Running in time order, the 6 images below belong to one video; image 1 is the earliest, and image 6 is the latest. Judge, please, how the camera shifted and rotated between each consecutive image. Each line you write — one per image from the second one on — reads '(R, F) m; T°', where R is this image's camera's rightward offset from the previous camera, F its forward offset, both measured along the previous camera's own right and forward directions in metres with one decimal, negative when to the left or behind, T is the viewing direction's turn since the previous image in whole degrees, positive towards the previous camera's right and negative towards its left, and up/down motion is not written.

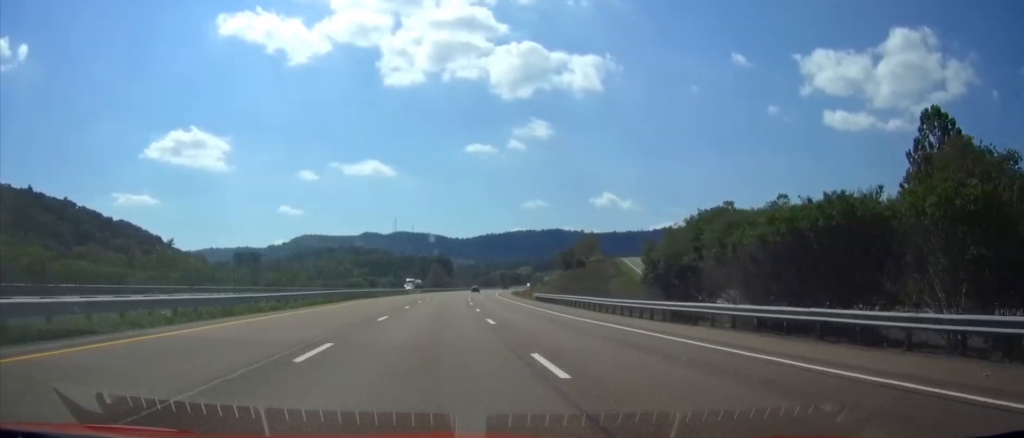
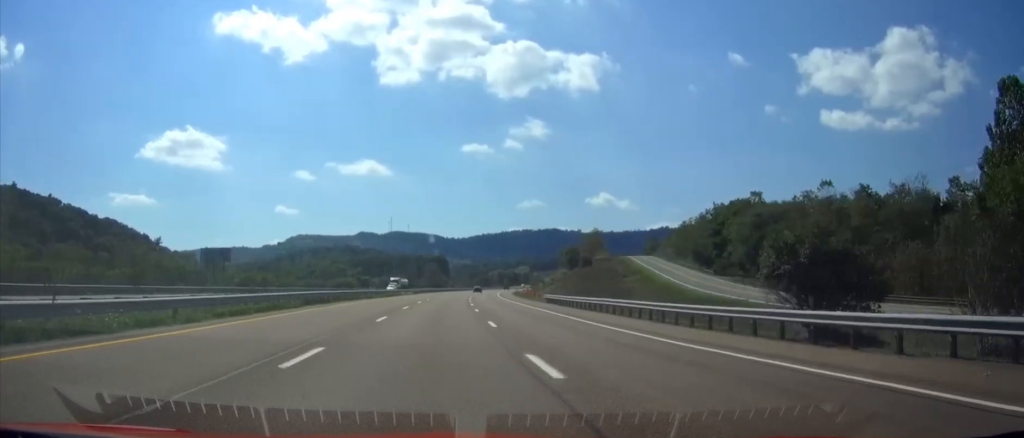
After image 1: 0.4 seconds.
(0.0, +13.1) m; 0°
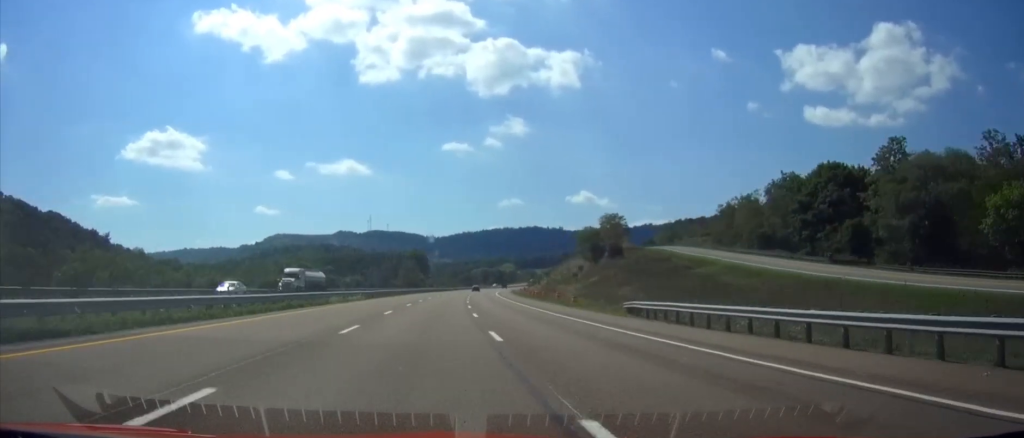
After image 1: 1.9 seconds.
(+0.5, +43.5) m; +2°
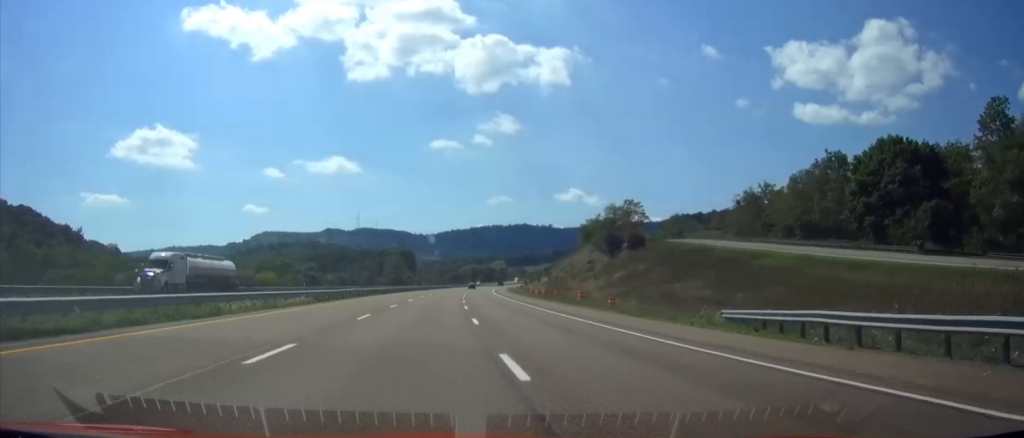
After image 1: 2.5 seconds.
(+0.1, +19.2) m; +1°
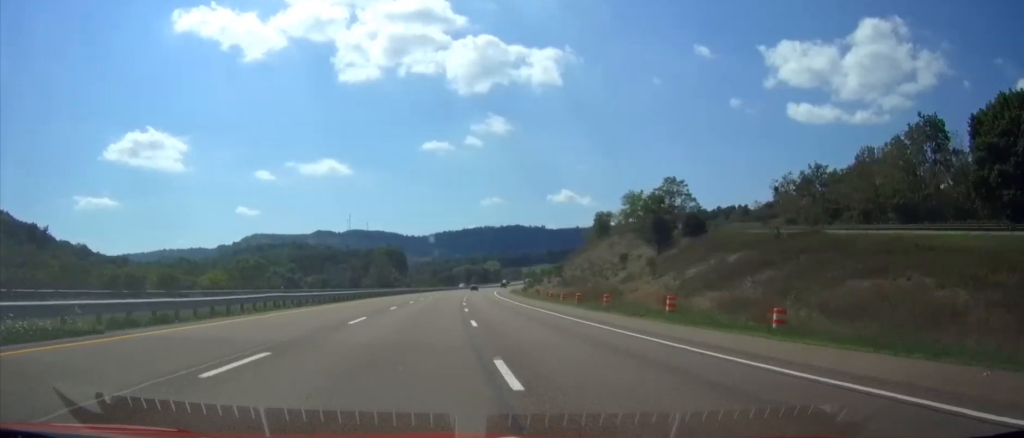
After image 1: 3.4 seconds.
(+0.2, +26.4) m; +1°
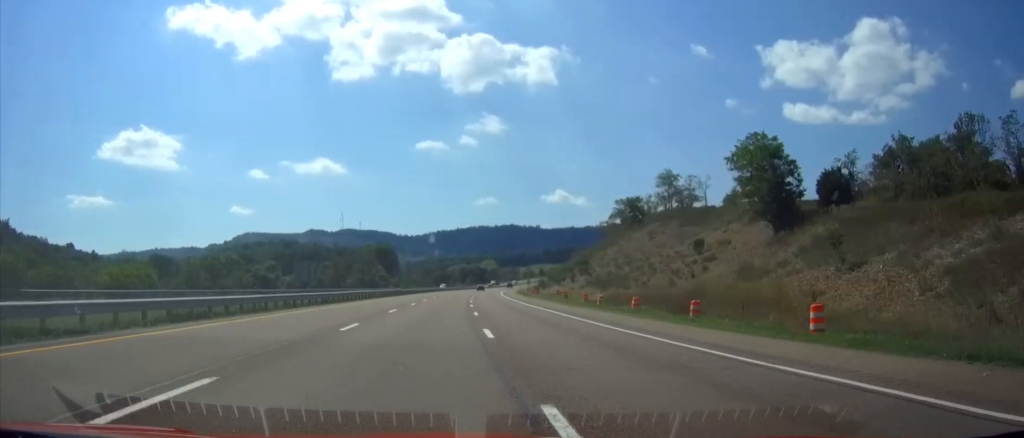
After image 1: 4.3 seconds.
(0.0, +29.5) m; +1°
